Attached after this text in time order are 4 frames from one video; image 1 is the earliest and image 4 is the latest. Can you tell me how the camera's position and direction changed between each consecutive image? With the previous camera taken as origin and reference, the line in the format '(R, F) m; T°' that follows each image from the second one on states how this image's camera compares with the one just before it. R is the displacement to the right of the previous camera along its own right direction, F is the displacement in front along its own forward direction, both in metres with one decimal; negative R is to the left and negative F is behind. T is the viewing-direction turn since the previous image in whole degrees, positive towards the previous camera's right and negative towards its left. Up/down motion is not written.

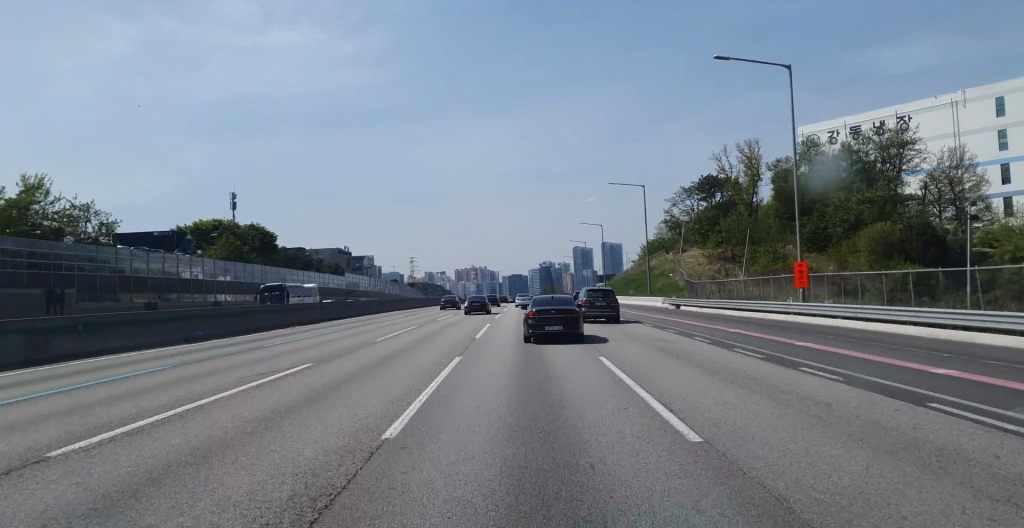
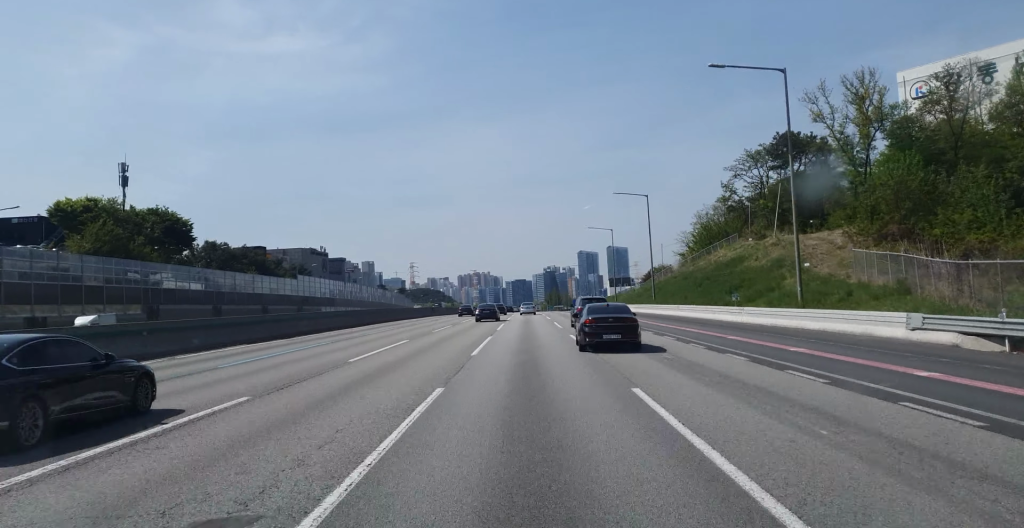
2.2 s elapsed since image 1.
(0.0, +46.3) m; +1°
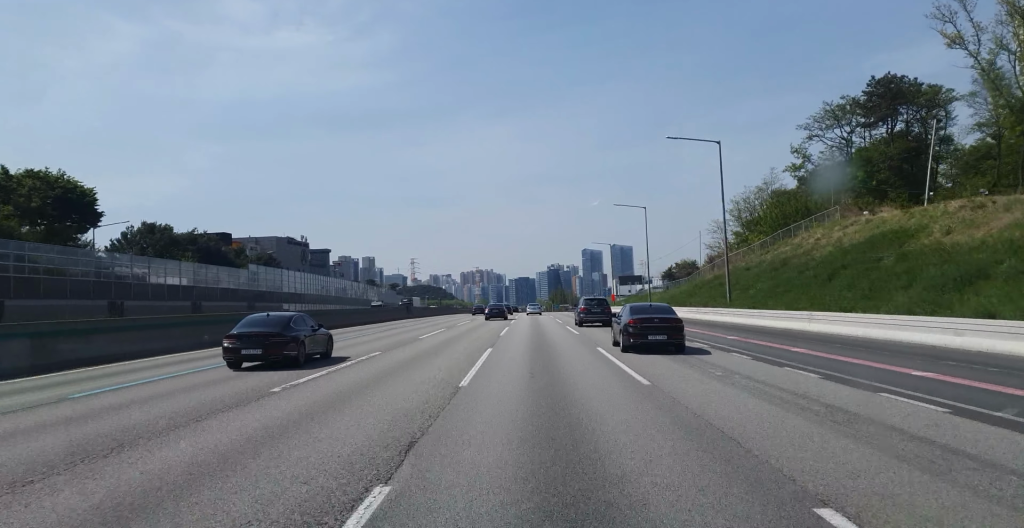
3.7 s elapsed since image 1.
(+0.4, +29.7) m; 0°
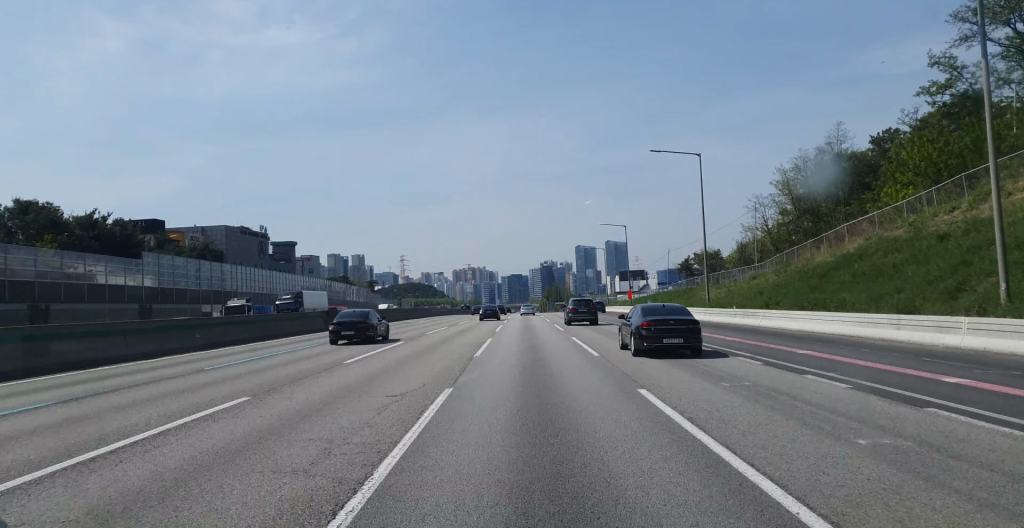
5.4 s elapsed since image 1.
(-0.5, +32.8) m; -2°
